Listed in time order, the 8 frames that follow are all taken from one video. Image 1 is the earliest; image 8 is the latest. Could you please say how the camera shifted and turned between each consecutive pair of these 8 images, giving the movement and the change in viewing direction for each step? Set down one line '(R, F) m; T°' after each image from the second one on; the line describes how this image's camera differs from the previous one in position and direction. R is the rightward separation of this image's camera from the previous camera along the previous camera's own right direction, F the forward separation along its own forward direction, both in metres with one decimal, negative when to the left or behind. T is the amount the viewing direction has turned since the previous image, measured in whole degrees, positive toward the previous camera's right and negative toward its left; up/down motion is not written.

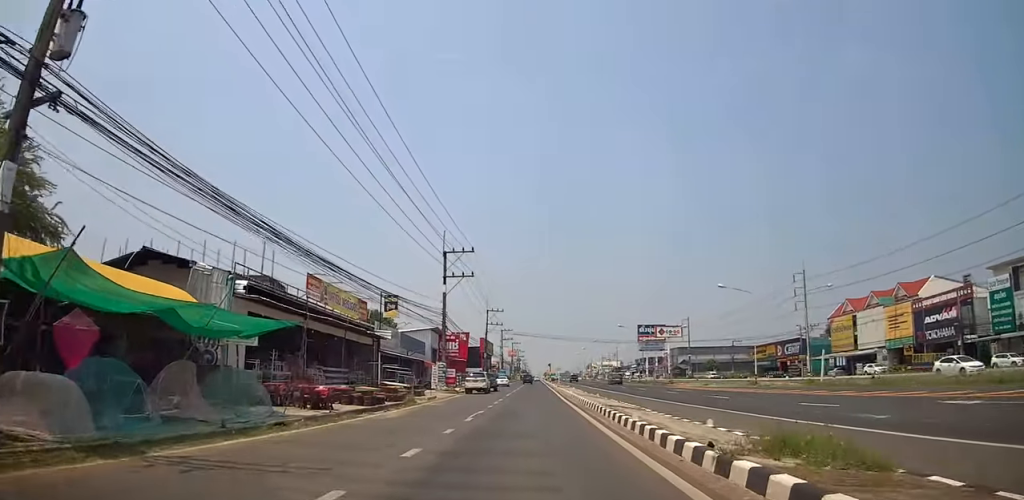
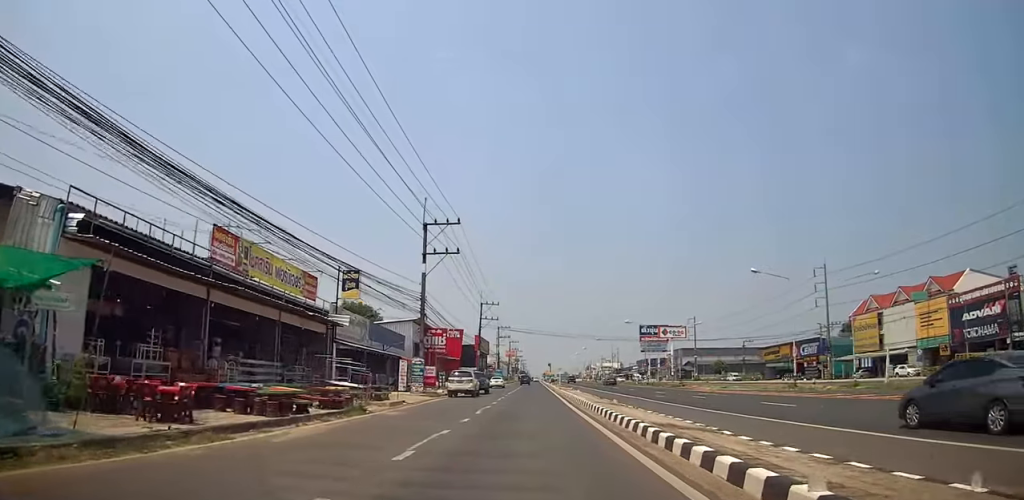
(+0.2, +9.0) m; -2°
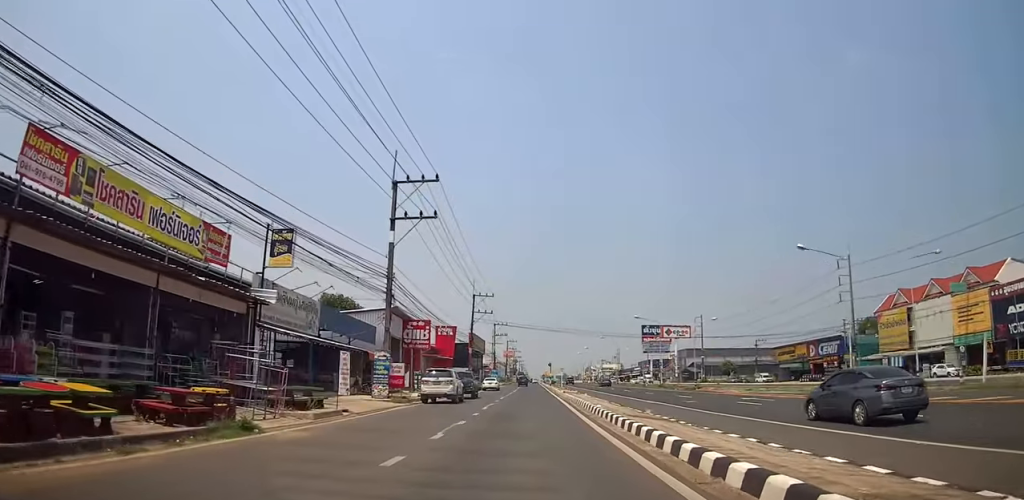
(-0.4, +8.8) m; 0°
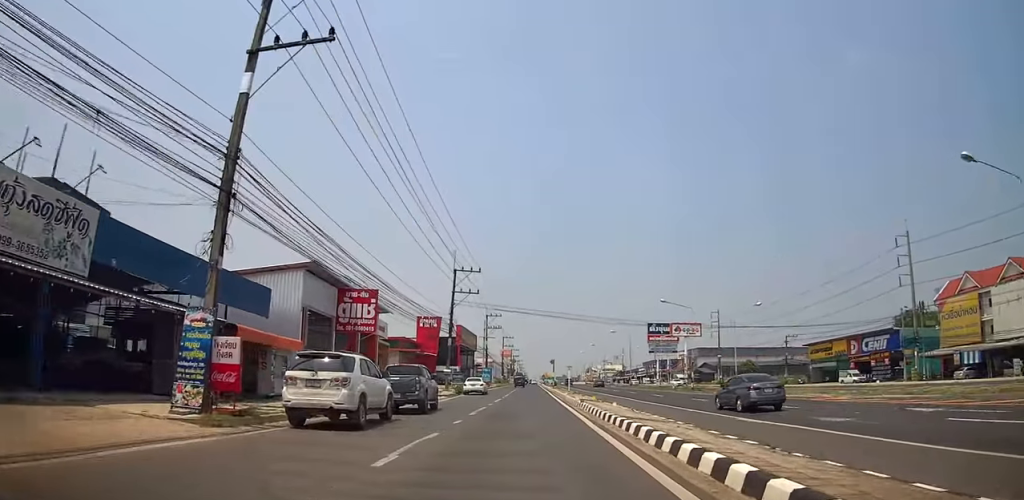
(0.0, +16.6) m; +2°
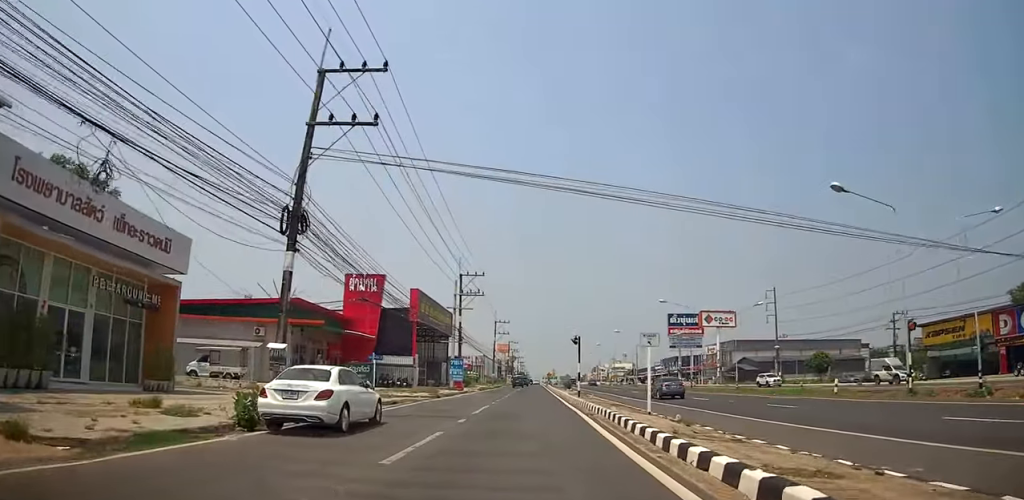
(+0.9, +36.0) m; +2°
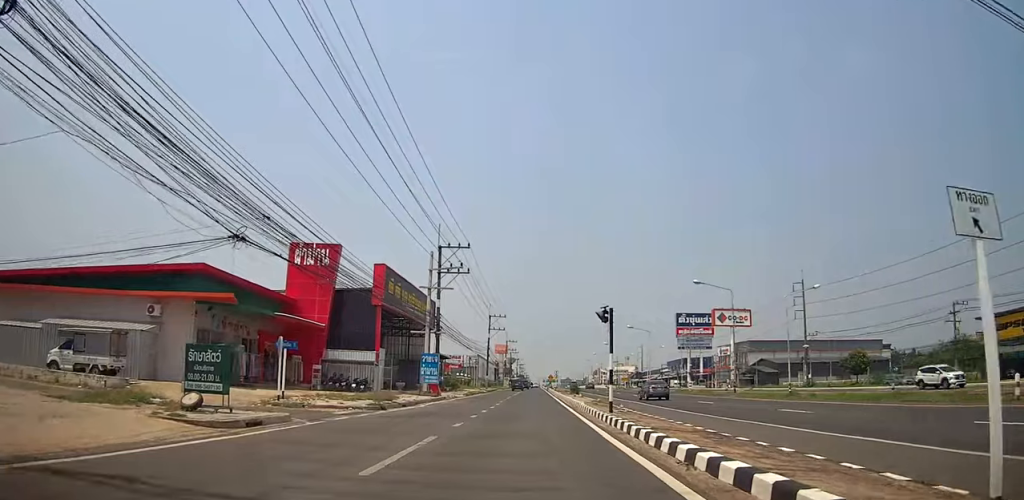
(+0.1, +13.0) m; 0°
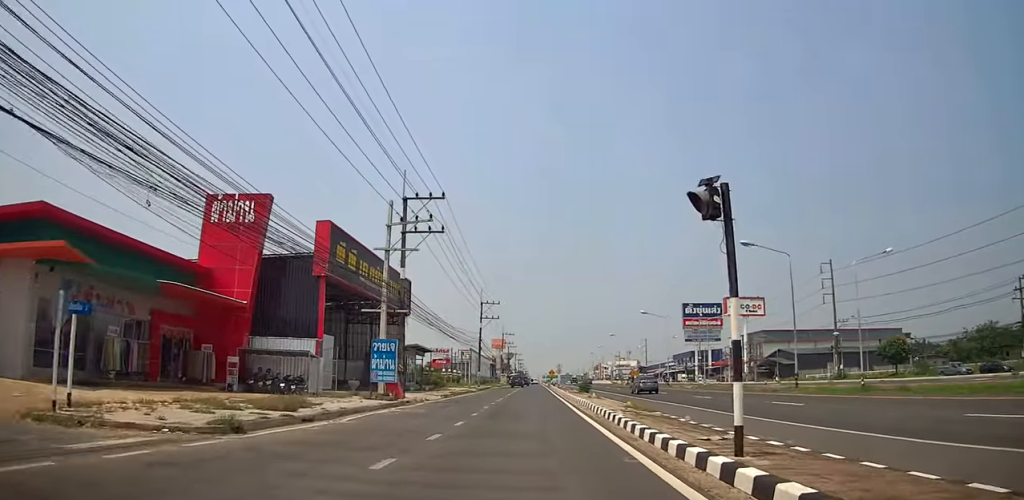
(0.0, +11.5) m; 0°
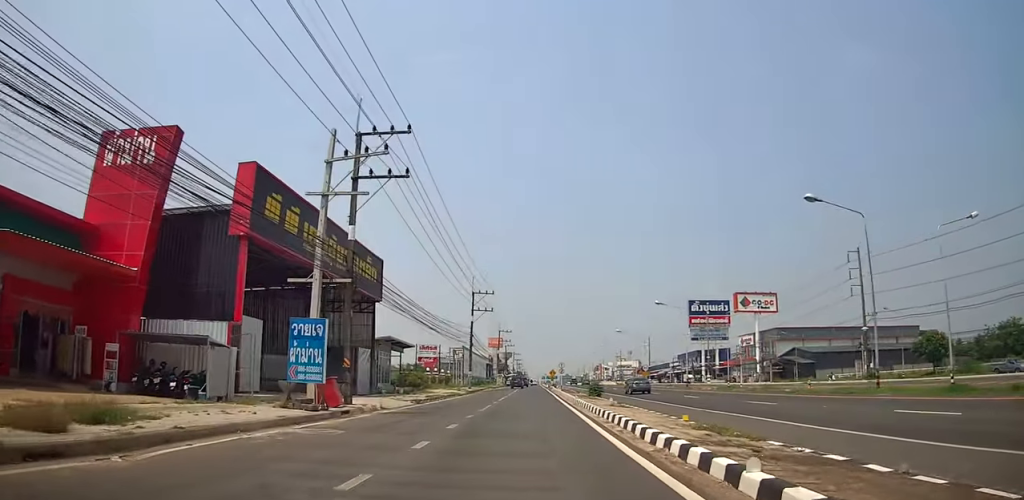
(-0.1, +9.2) m; 0°
